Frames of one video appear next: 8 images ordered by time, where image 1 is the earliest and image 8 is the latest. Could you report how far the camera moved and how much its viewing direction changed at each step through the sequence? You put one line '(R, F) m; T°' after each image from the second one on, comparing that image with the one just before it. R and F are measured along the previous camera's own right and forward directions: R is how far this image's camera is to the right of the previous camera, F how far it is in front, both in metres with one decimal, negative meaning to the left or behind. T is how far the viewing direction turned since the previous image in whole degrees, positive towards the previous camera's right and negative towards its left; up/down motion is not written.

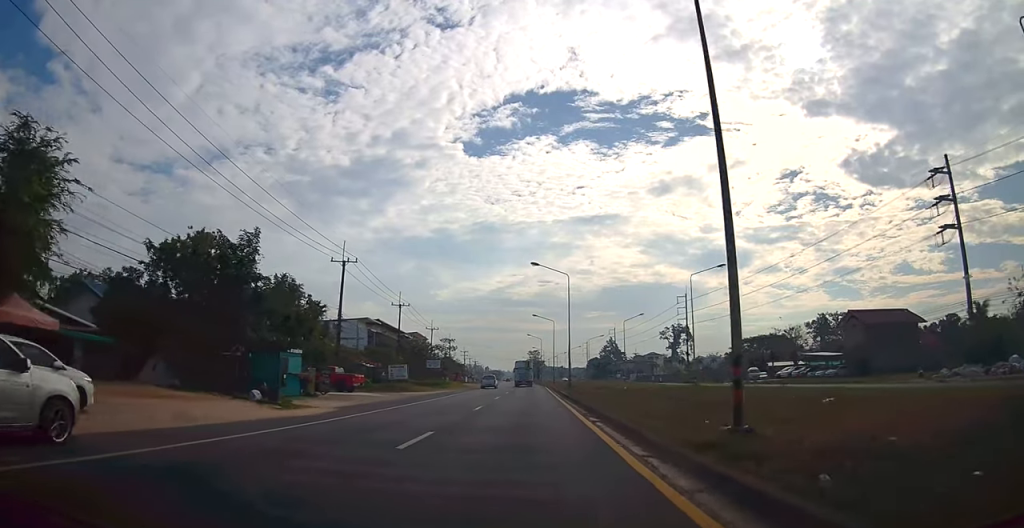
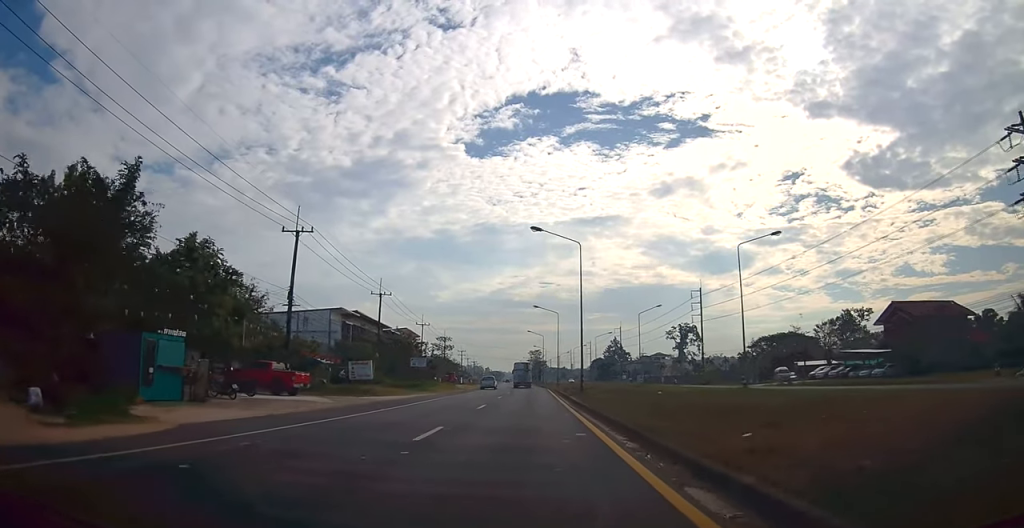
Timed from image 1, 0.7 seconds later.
(0.0, +10.6) m; 0°
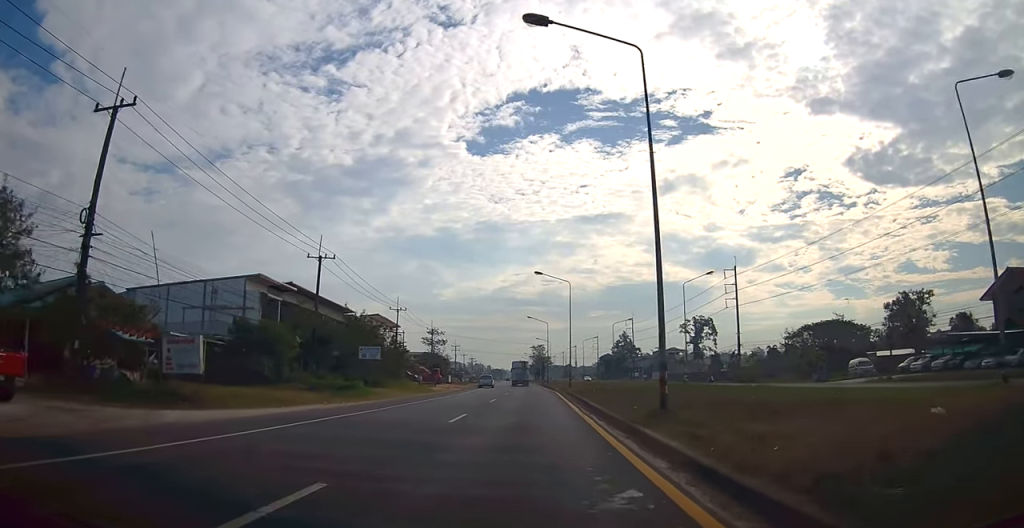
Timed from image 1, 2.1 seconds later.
(-0.3, +20.1) m; -1°
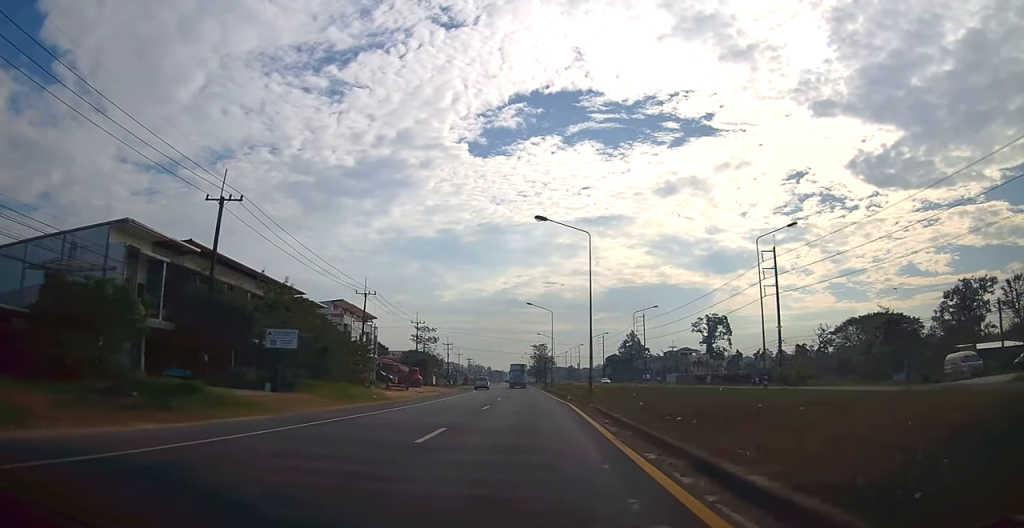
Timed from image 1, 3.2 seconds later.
(+0.1, +16.5) m; 0°
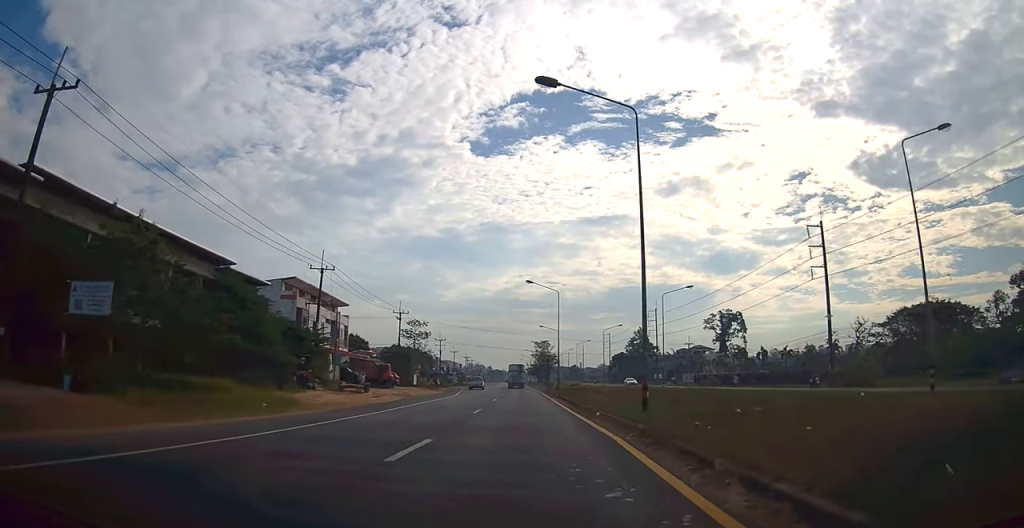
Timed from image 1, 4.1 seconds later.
(0.0, +14.4) m; -1°
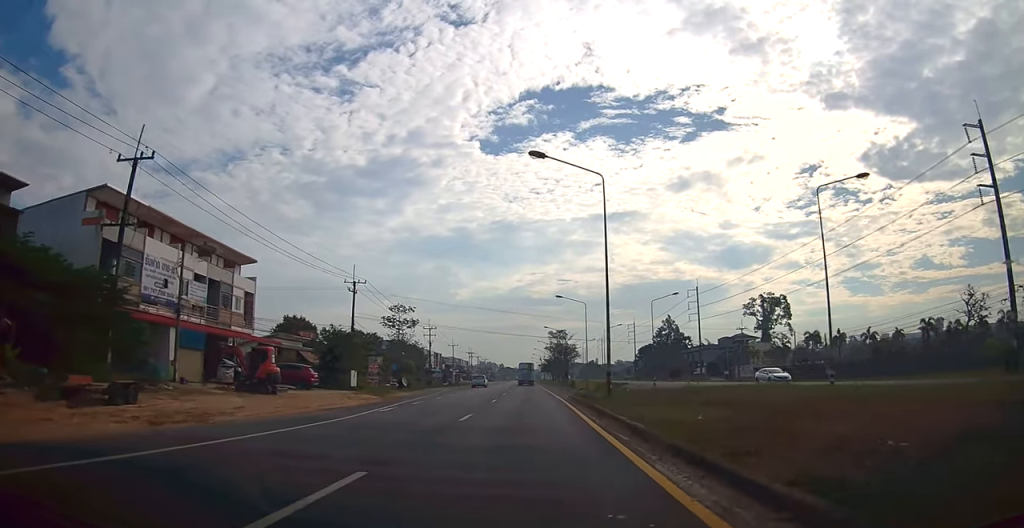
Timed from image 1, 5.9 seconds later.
(-0.6, +27.8) m; -2°
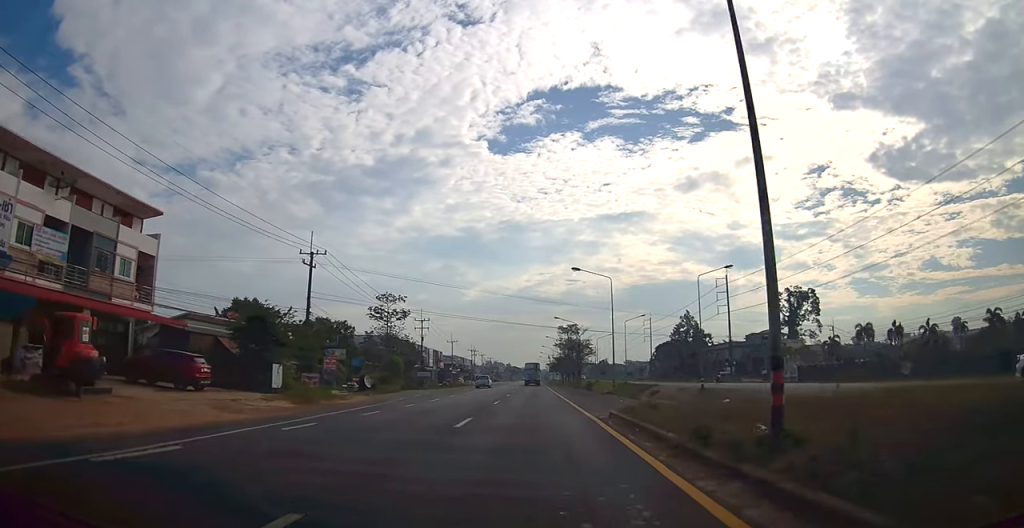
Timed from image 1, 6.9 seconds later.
(0.0, +14.2) m; 0°
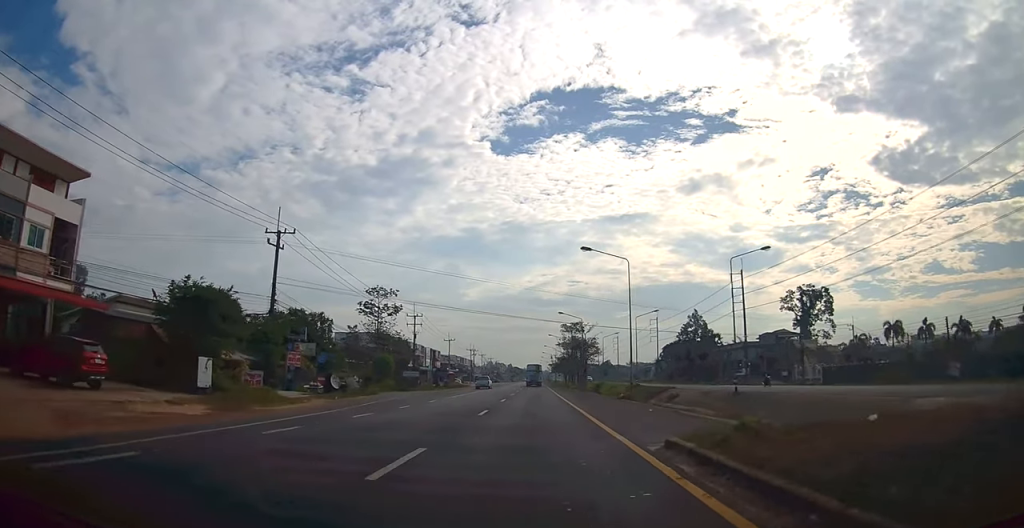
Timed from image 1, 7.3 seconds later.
(0.0, +7.0) m; 0°
